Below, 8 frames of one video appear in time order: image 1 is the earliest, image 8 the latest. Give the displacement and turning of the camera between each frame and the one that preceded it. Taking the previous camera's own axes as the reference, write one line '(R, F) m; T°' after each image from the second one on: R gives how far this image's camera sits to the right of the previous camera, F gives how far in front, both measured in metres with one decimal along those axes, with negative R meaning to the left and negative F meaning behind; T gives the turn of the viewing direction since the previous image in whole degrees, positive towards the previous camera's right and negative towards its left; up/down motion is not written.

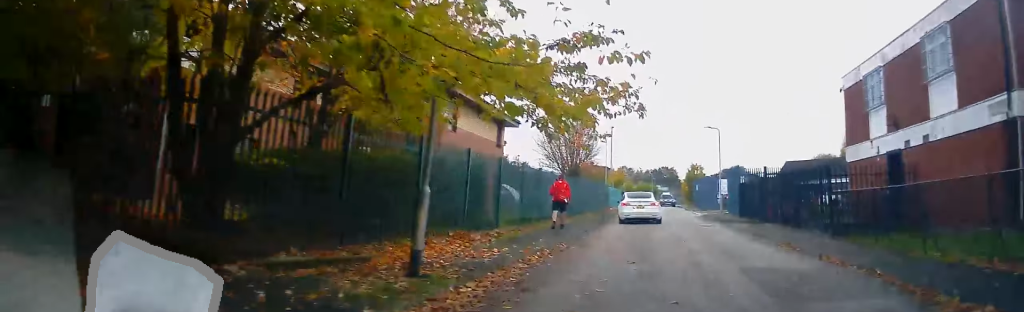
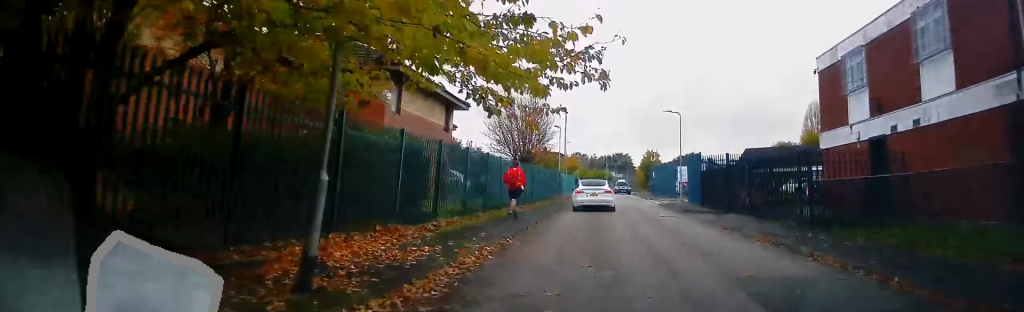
(+0.3, +1.8) m; +7°
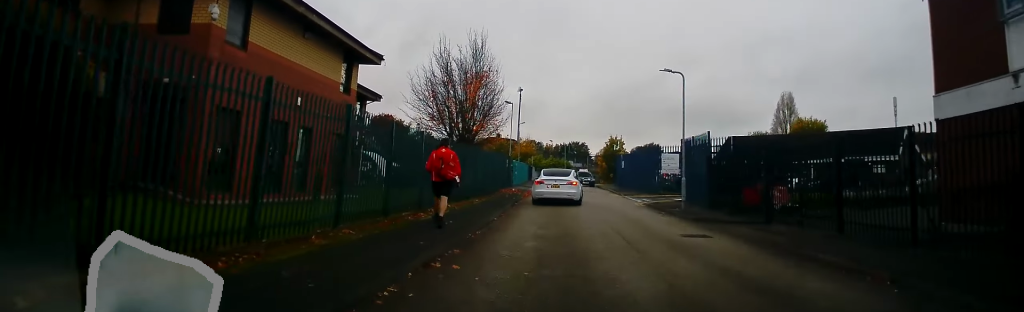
(+0.5, +9.5) m; +5°
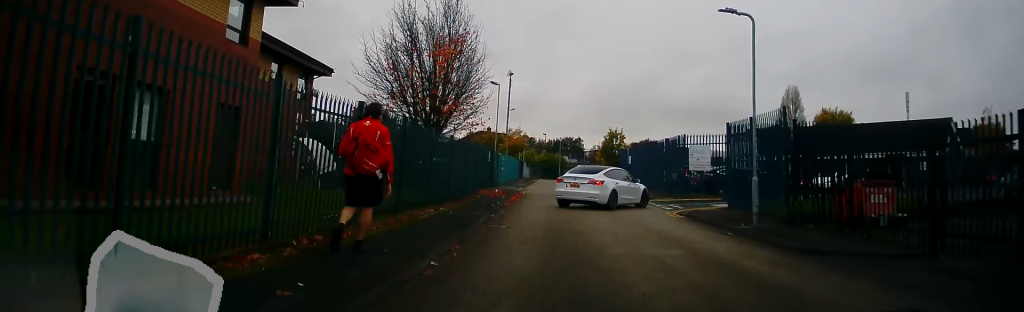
(-0.4, +8.4) m; -3°
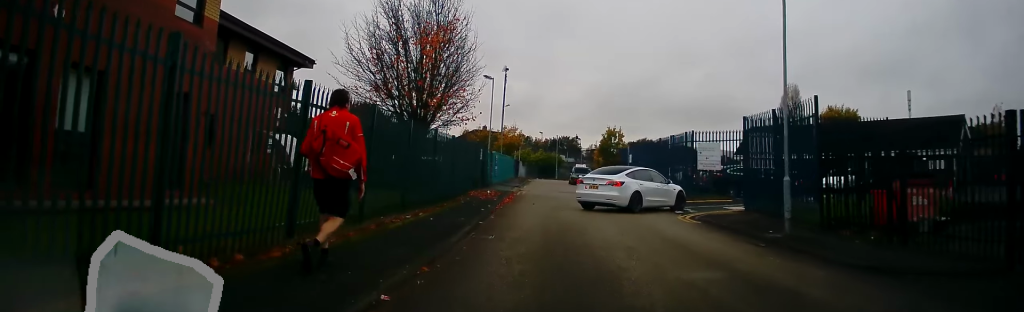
(+0.3, +2.3) m; 0°
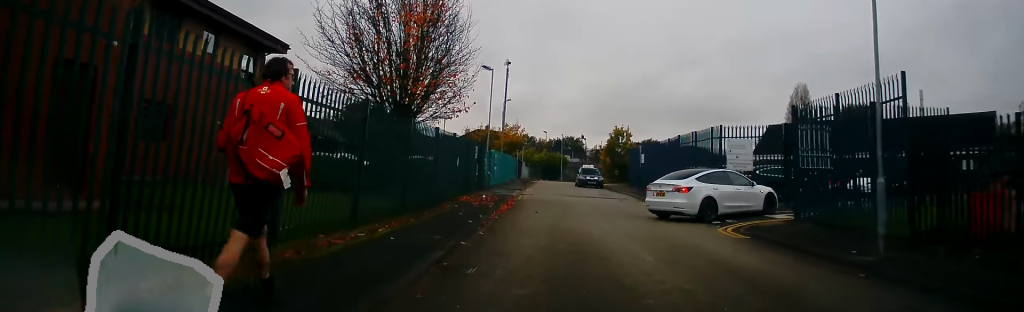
(-0.1, +3.8) m; -2°
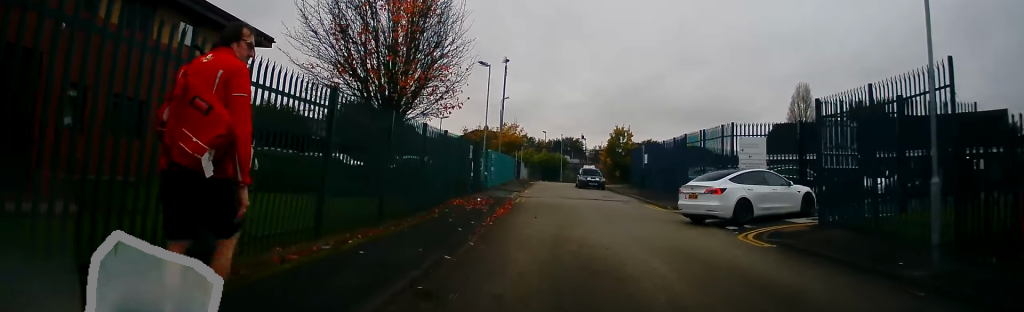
(-0.2, +1.6) m; -1°
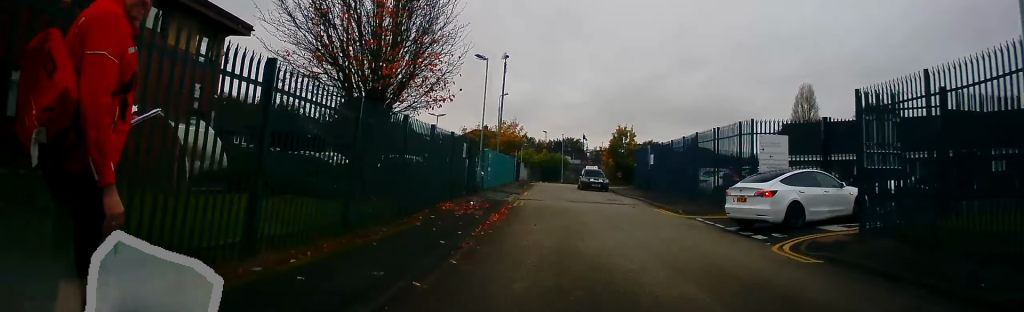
(+0.2, +2.0) m; +3°
